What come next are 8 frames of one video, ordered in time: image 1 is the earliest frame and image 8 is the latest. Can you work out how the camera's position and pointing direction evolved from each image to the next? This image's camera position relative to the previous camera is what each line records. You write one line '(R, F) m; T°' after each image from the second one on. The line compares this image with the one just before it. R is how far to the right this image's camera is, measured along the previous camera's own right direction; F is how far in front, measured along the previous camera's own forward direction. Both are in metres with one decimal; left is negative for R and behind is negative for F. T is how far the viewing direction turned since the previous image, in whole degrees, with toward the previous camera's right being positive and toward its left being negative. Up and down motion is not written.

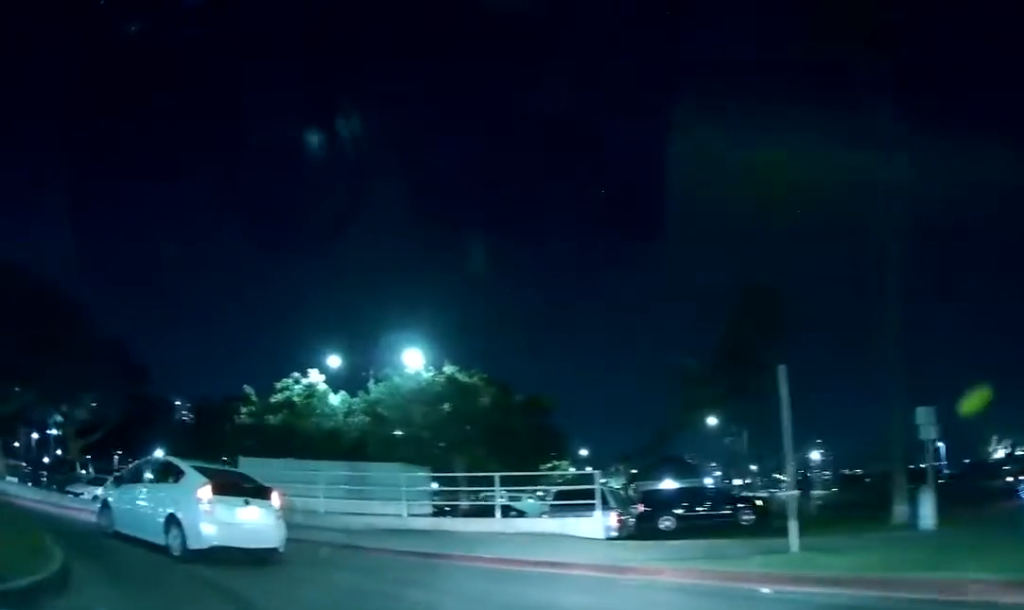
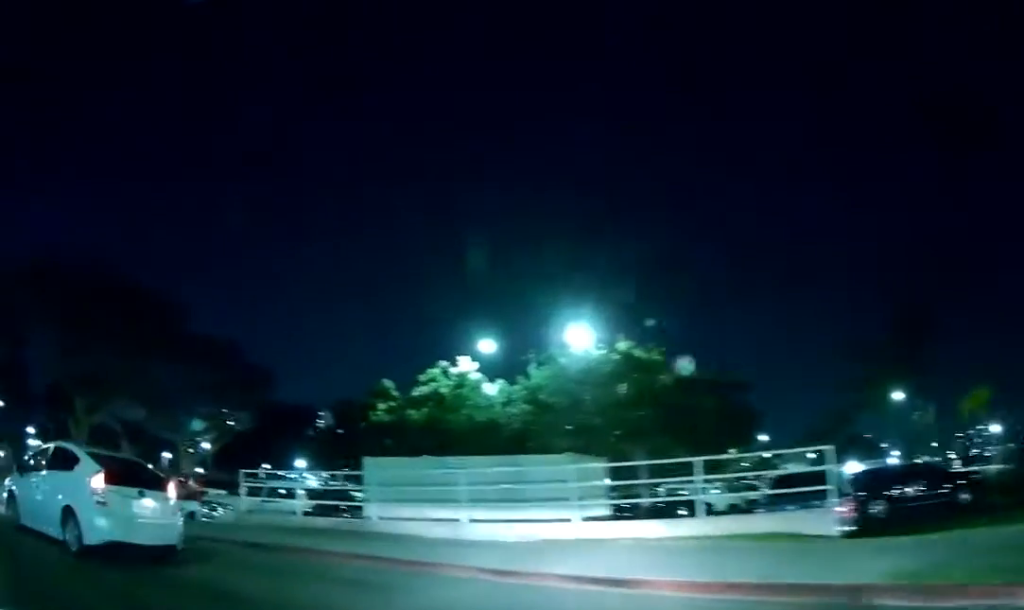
(-0.6, +4.6) m; -17°
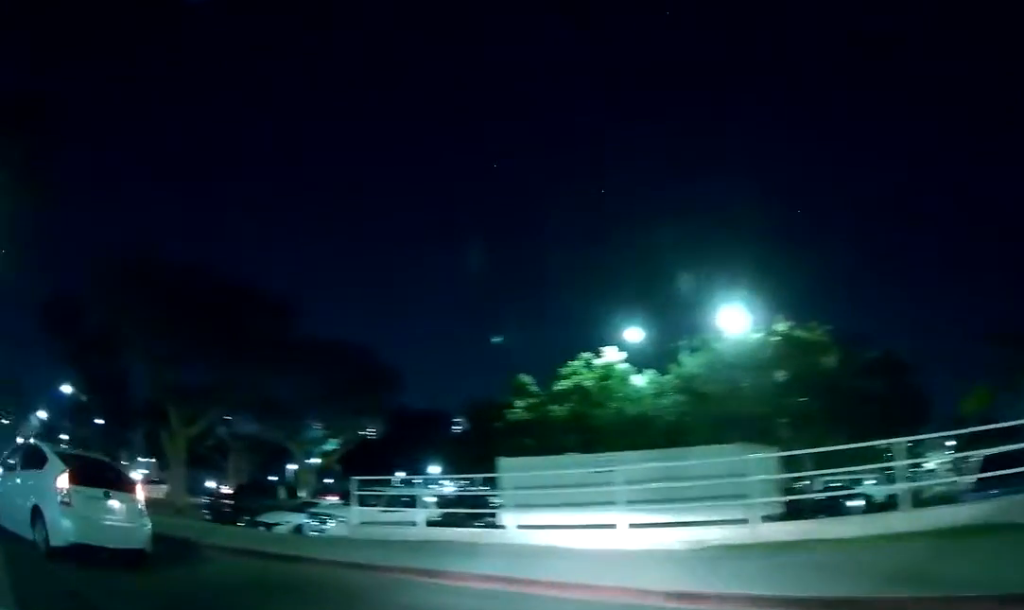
(-0.2, +2.7) m; -11°
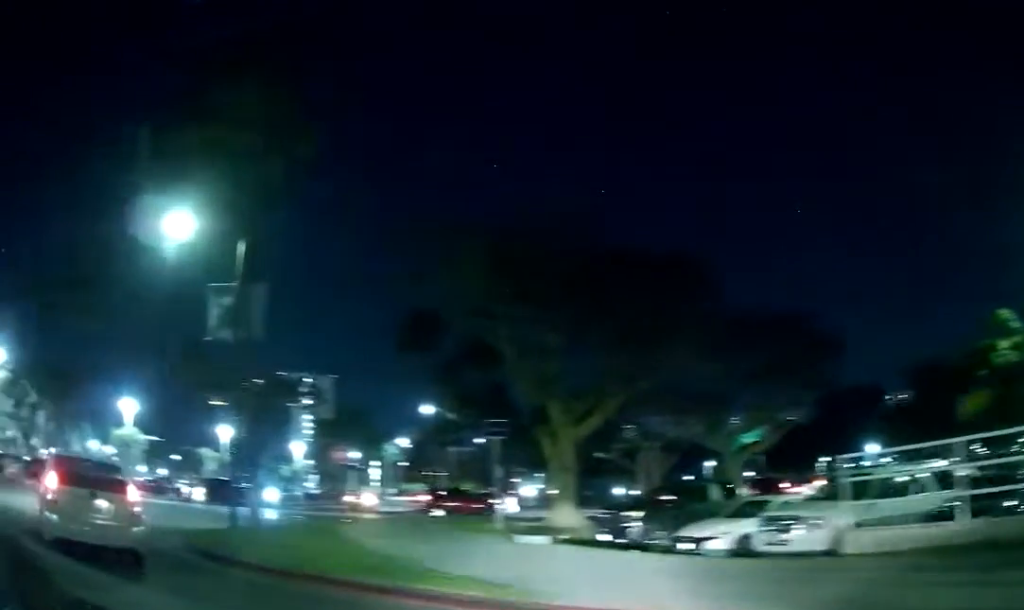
(-1.6, +6.3) m; -31°
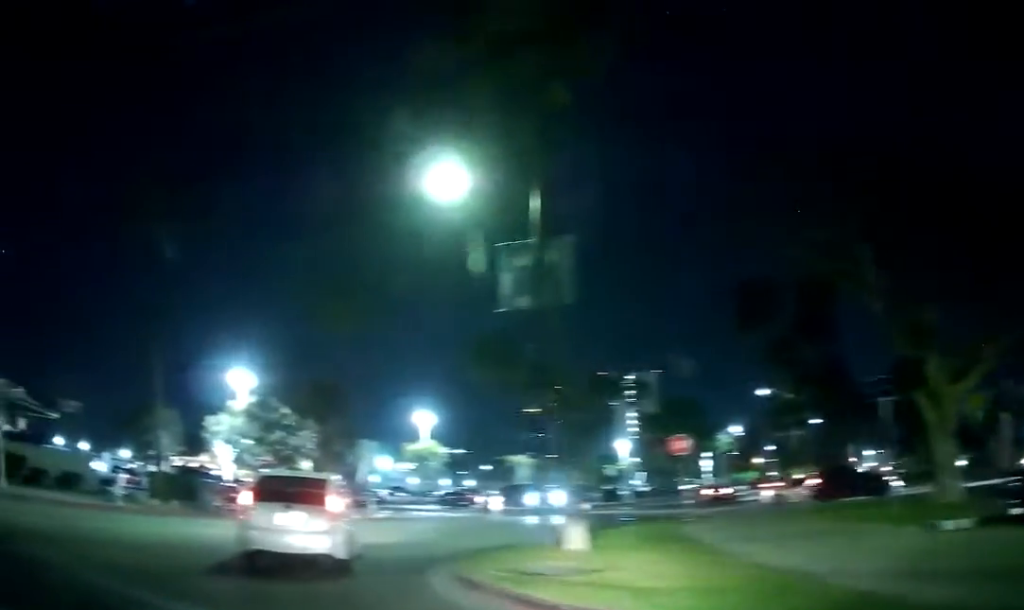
(-0.8, +4.0) m; -20°
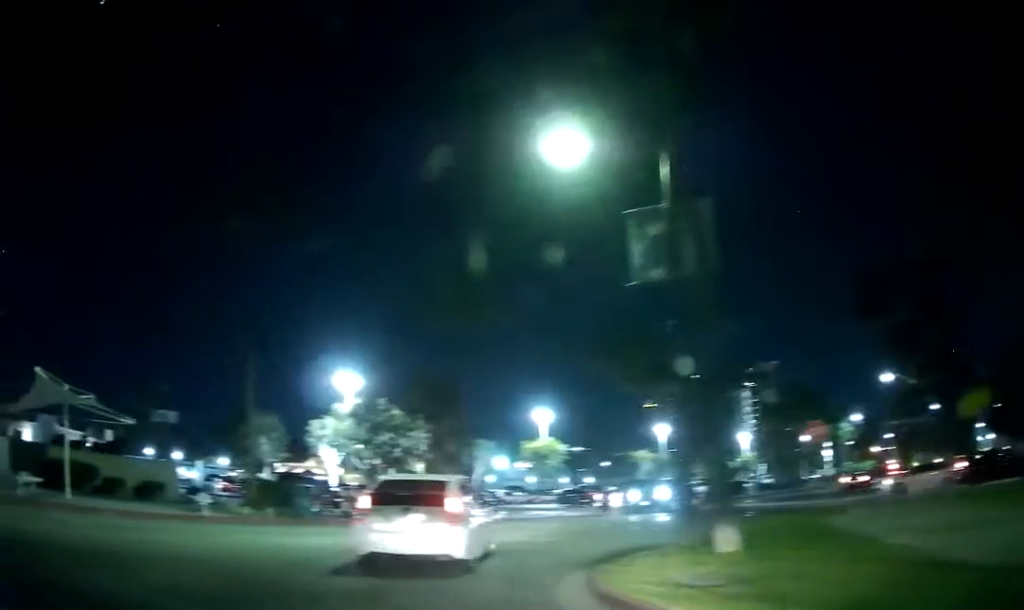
(-0.1, +1.7) m; -6°
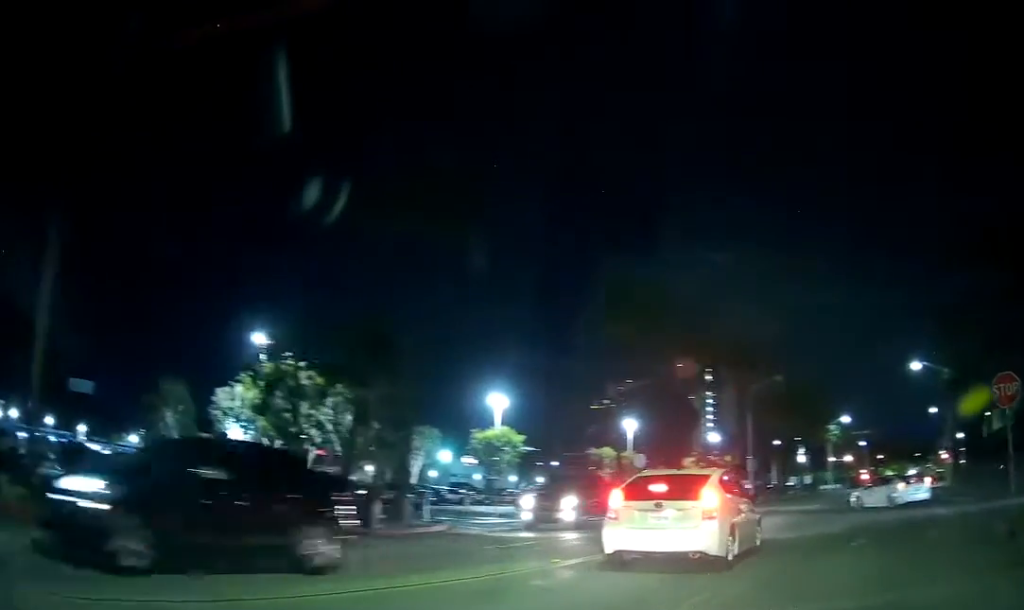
(-1.2, +13.4) m; +5°
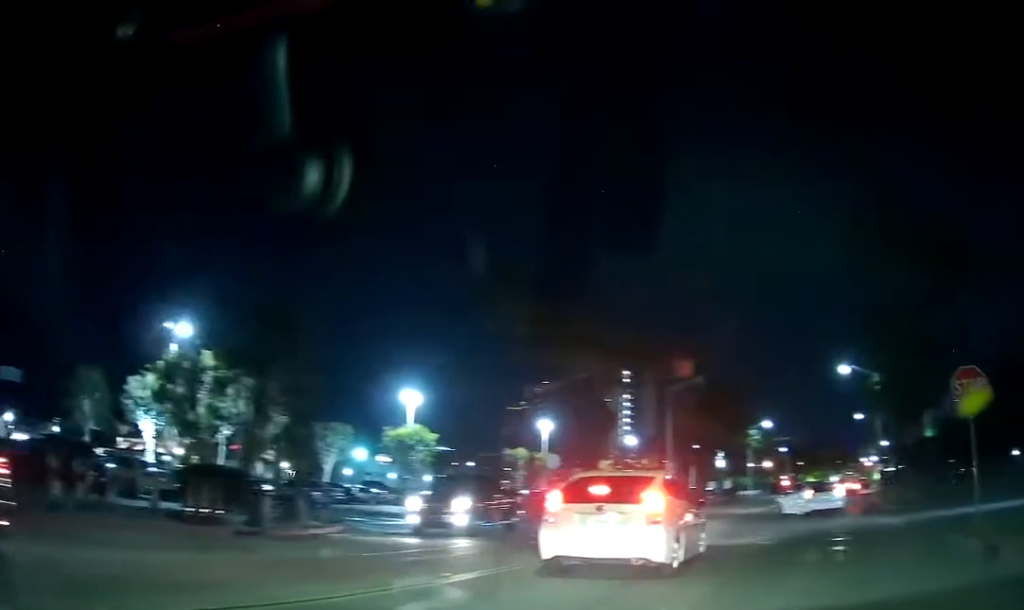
(+0.2, +2.0) m; +8°
